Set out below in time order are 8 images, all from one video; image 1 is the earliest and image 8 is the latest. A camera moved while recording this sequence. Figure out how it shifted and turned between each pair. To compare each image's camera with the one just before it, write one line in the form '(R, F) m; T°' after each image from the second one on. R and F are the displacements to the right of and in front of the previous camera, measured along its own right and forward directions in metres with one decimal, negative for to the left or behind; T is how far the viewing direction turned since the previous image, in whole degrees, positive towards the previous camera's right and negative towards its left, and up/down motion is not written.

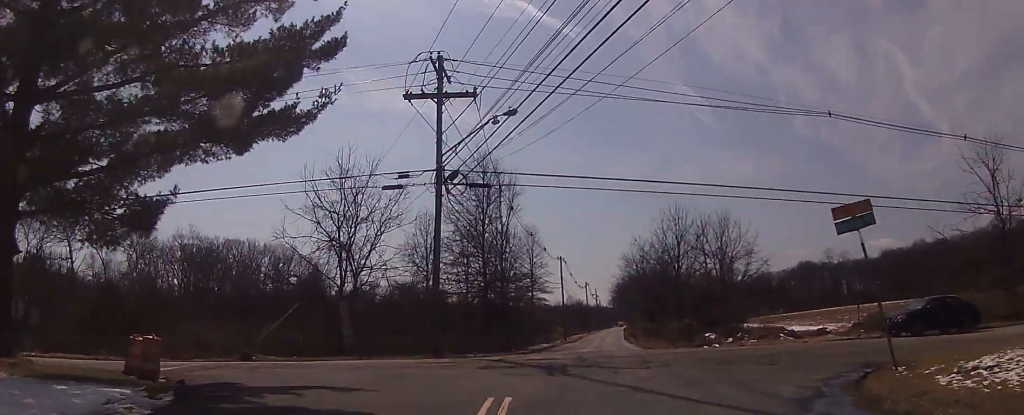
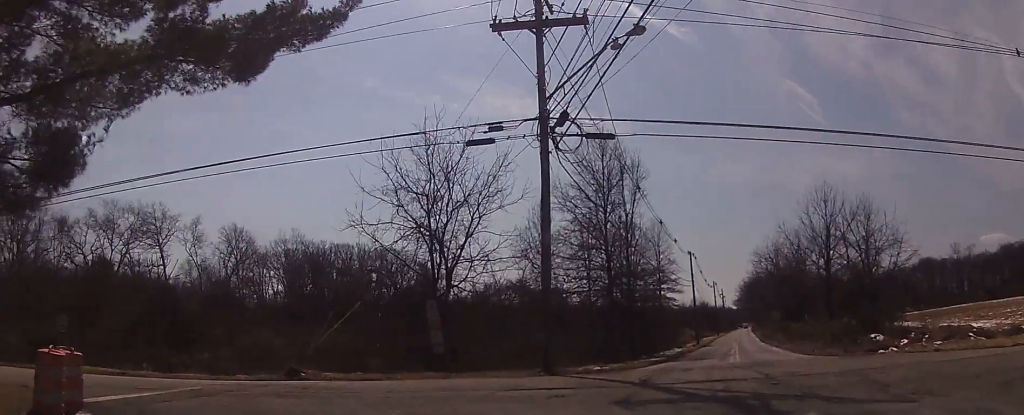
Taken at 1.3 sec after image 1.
(-0.1, +8.2) m; -7°
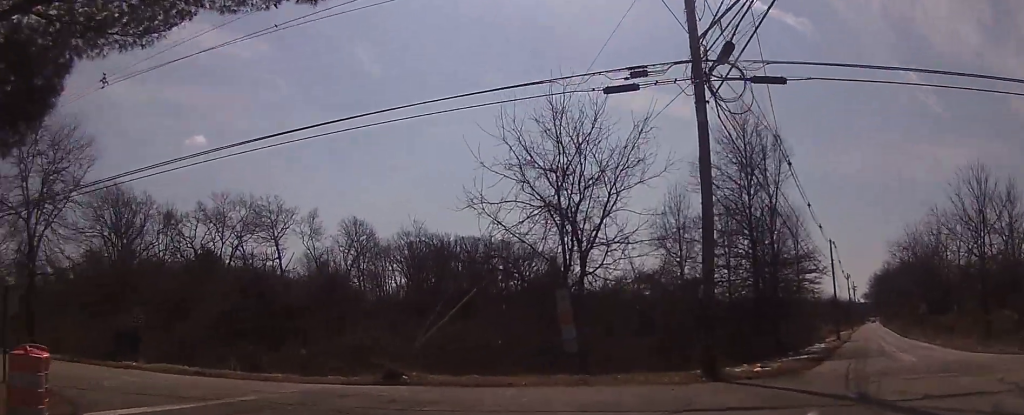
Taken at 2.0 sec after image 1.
(-0.2, +4.5) m; -10°
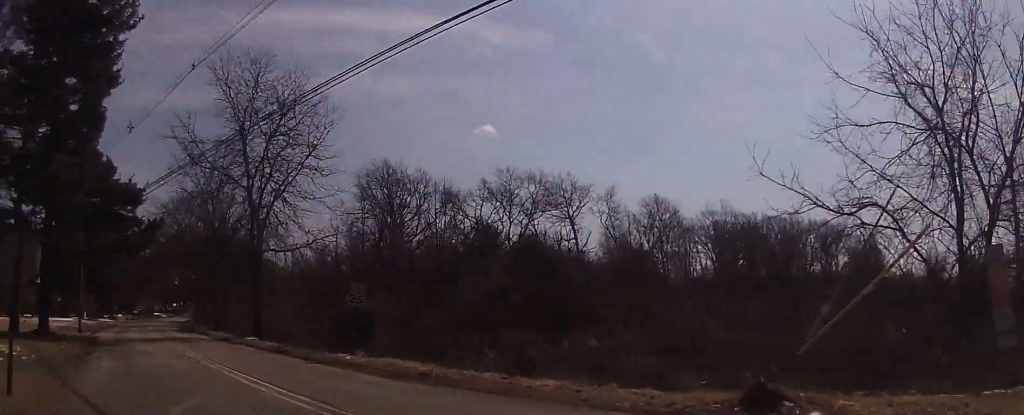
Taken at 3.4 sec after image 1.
(-2.0, +9.6) m; -20°
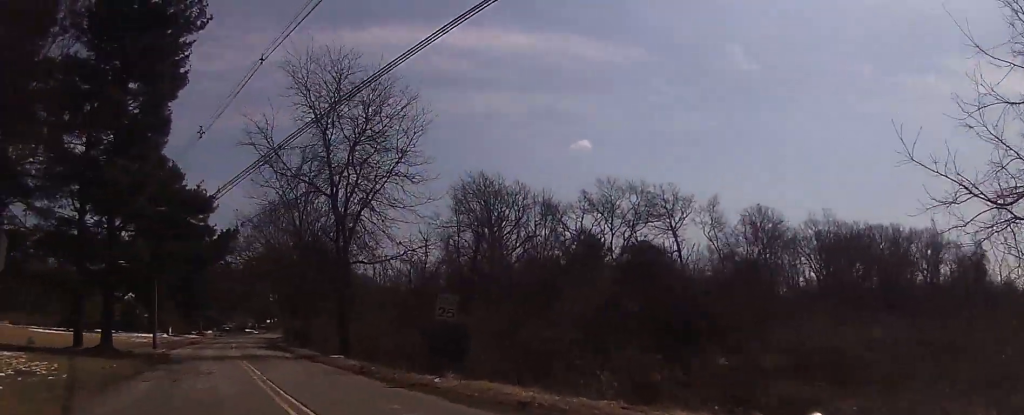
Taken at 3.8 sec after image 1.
(-0.1, +3.2) m; -5°
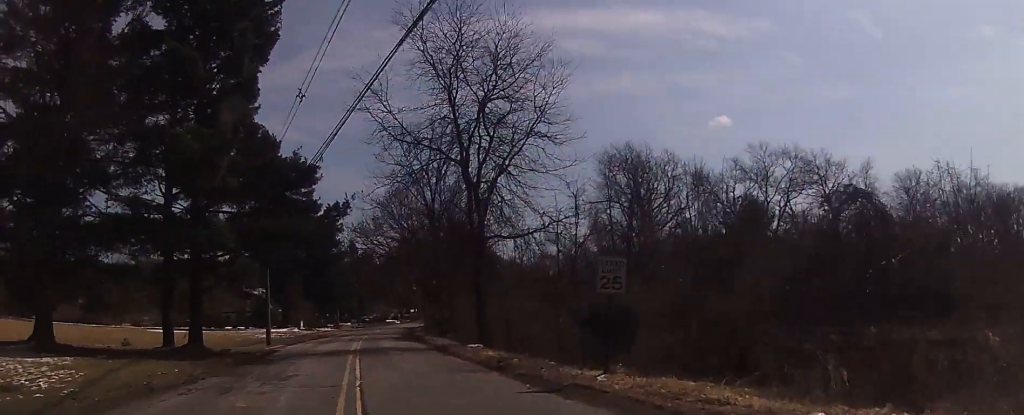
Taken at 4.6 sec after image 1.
(-0.5, +5.7) m; -9°
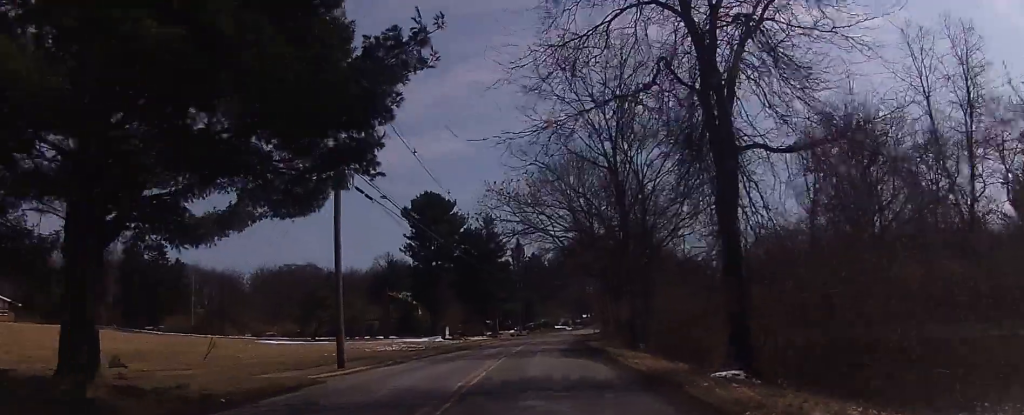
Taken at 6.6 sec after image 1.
(-3.7, +17.3) m; -16°
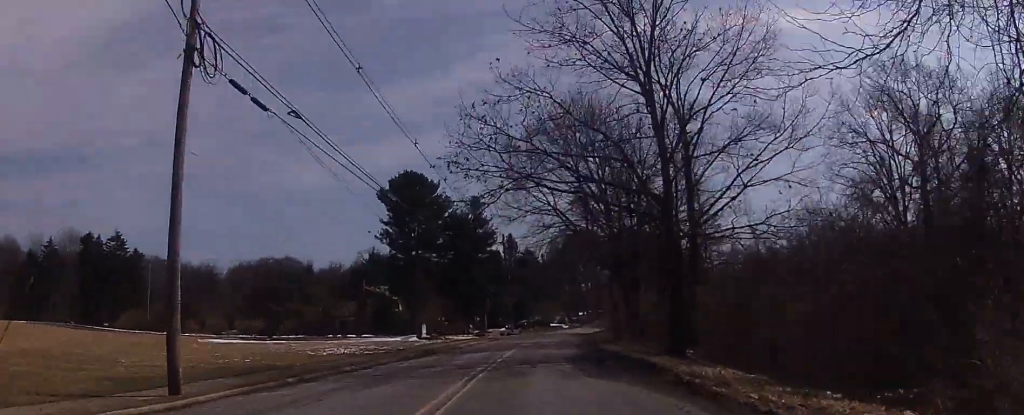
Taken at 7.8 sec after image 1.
(+0.5, +11.7) m; +3°
